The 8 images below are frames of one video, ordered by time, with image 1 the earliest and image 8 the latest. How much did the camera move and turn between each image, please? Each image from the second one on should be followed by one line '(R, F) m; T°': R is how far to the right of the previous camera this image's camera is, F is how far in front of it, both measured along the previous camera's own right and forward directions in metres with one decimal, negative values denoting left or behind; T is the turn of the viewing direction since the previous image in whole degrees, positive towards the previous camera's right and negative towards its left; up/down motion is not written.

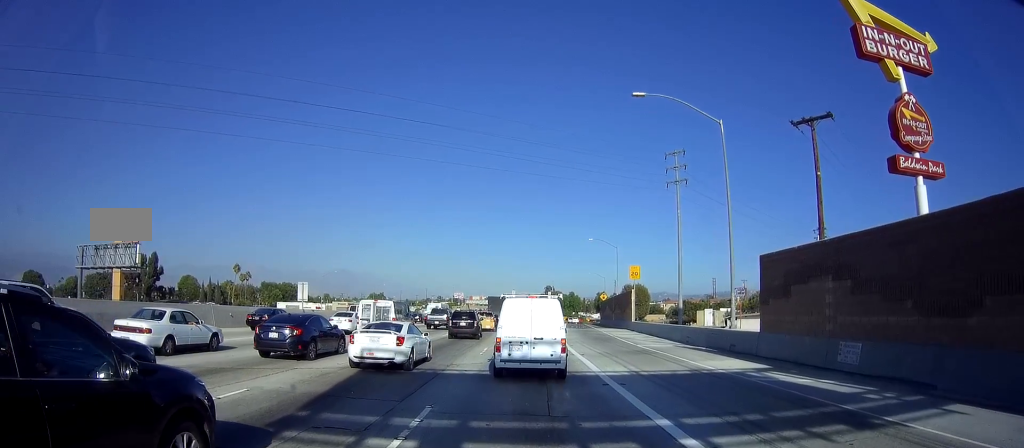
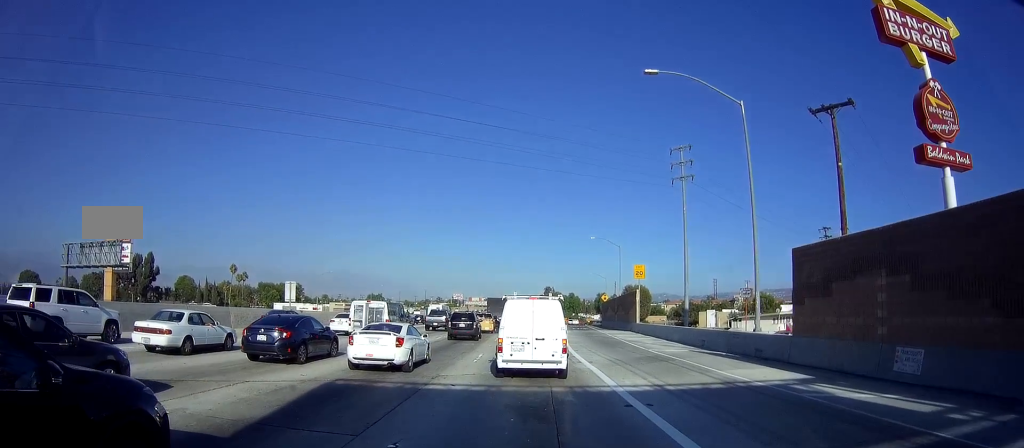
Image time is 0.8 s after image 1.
(0.0, +2.6) m; -1°
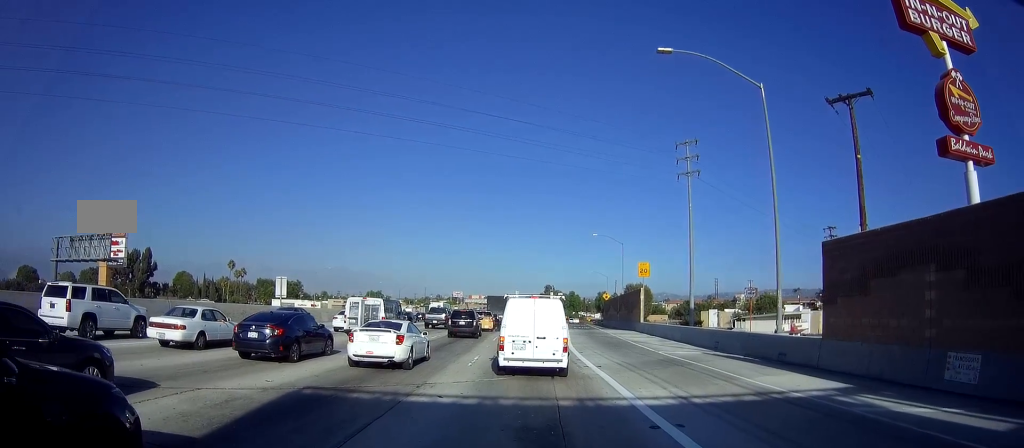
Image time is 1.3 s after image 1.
(0.0, +1.9) m; -1°
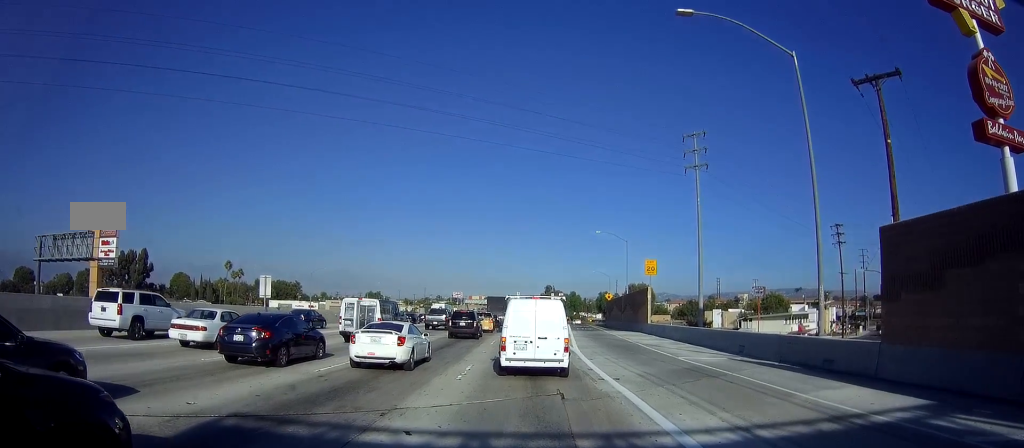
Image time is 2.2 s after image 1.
(0.0, +2.9) m; 0°
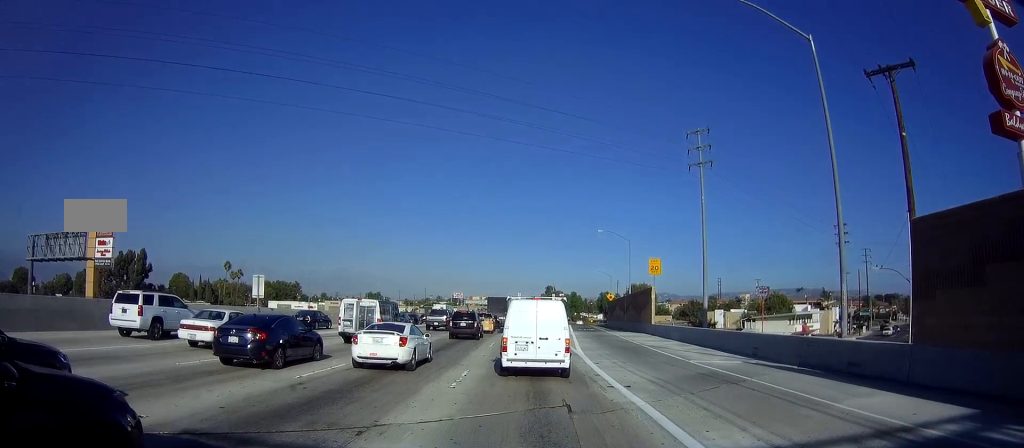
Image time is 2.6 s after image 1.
(0.0, +1.3) m; 0°
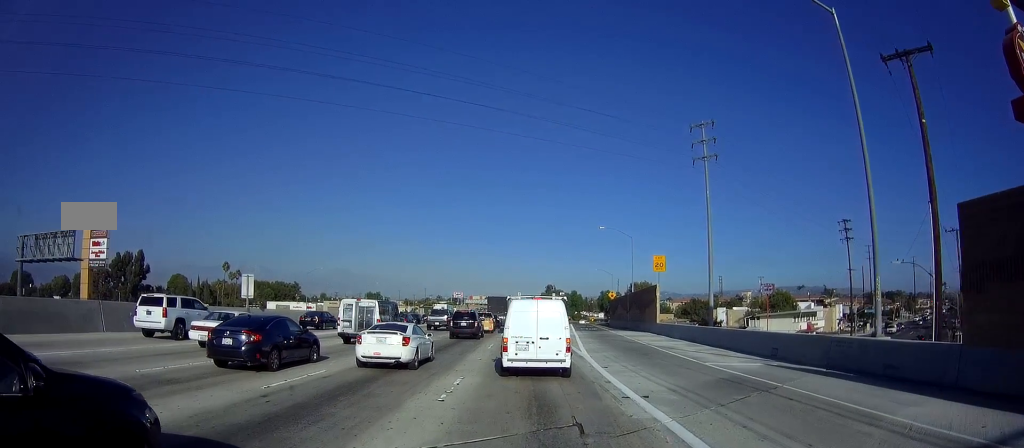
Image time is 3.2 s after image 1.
(0.0, +1.7) m; 0°
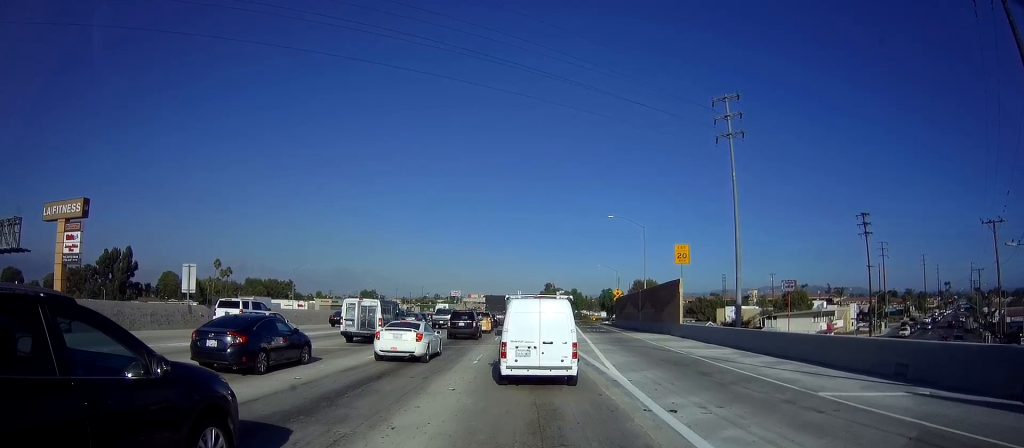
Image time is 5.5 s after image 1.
(0.0, +7.0) m; 0°
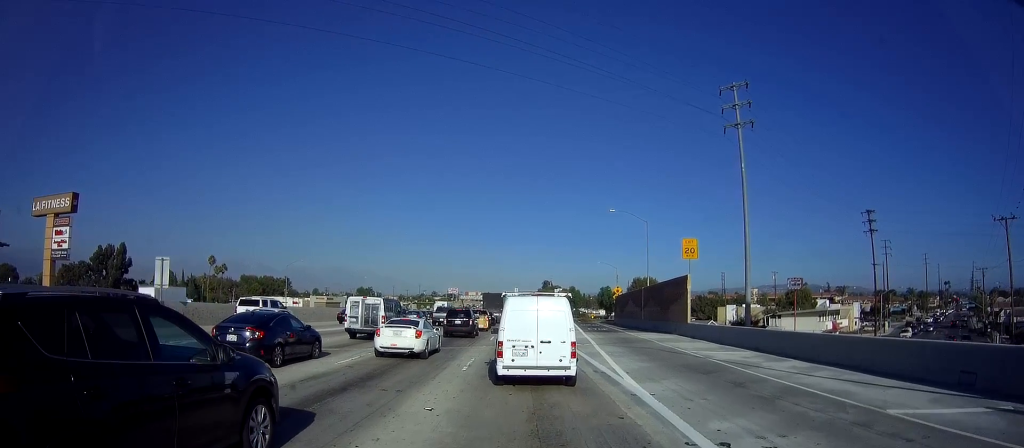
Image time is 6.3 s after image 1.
(0.0, +2.5) m; 0°
